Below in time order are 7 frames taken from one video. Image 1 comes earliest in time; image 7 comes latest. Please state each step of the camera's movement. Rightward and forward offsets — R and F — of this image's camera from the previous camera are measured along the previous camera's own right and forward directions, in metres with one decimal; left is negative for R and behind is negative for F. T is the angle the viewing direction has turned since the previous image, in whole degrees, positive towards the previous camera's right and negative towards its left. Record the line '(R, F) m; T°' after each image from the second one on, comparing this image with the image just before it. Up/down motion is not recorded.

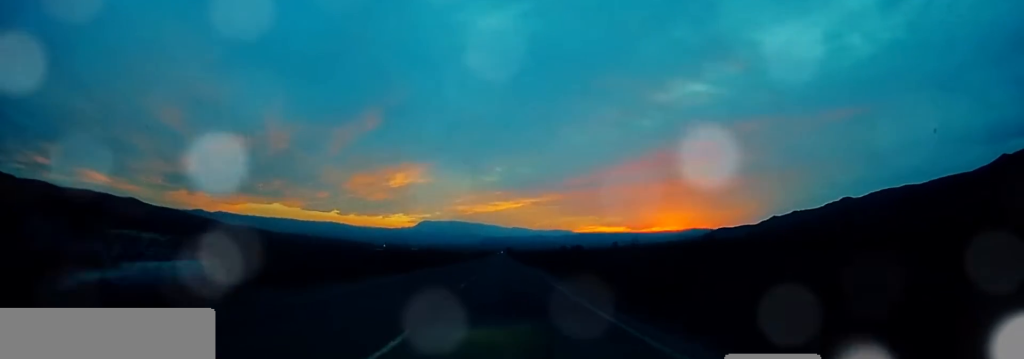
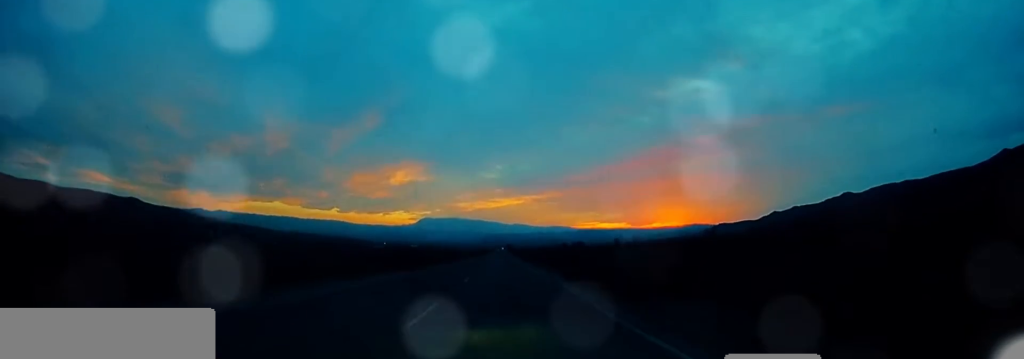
(0.0, +7.8) m; 0°
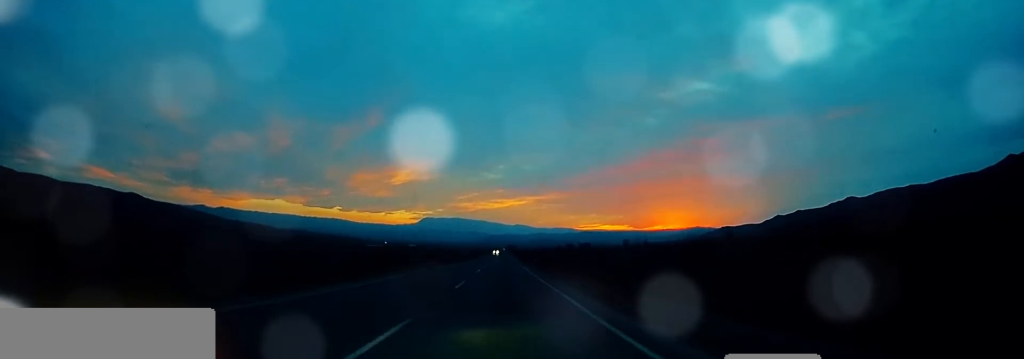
(0.0, +37.0) m; 0°
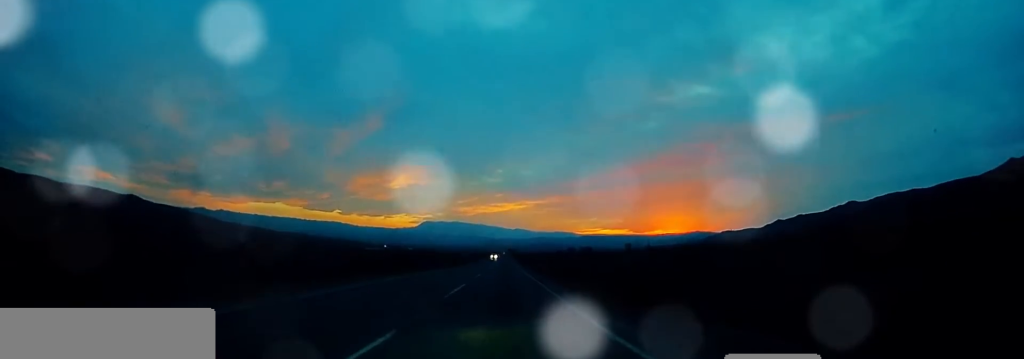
(0.0, +12.9) m; 0°
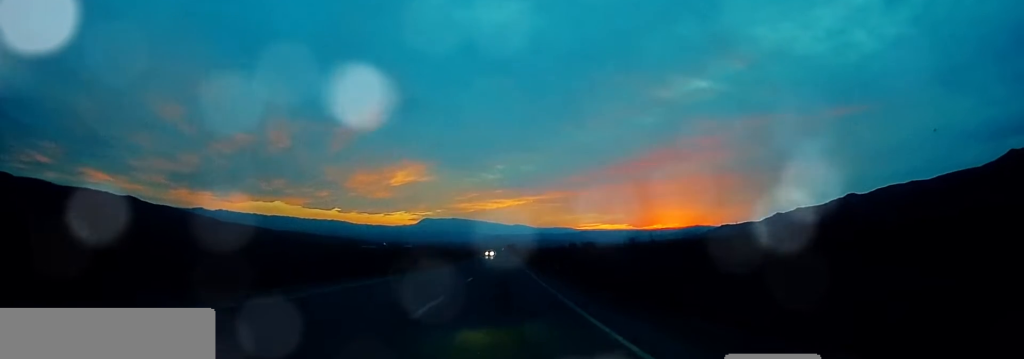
(0.0, +18.1) m; 0°
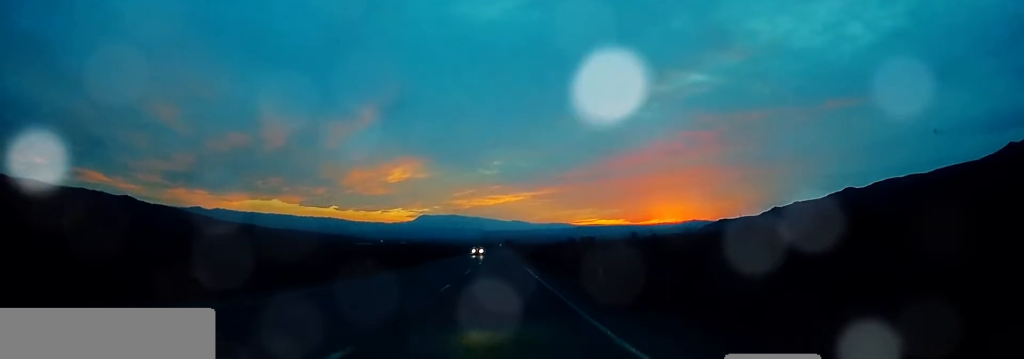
(0.0, +19.3) m; 0°
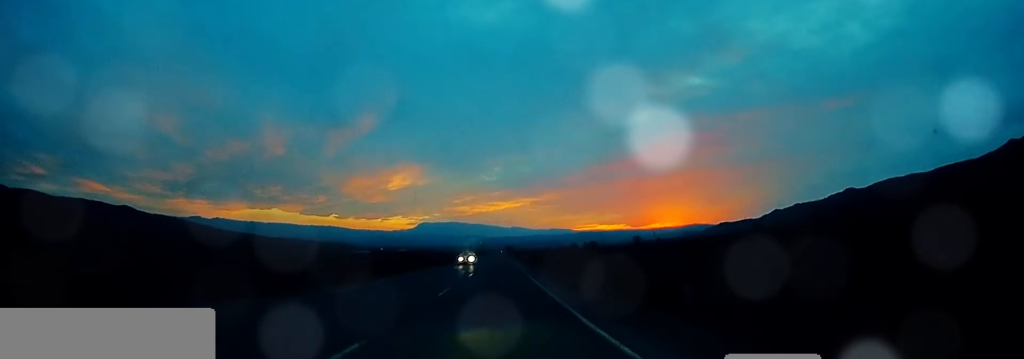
(0.0, +10.9) m; 0°
